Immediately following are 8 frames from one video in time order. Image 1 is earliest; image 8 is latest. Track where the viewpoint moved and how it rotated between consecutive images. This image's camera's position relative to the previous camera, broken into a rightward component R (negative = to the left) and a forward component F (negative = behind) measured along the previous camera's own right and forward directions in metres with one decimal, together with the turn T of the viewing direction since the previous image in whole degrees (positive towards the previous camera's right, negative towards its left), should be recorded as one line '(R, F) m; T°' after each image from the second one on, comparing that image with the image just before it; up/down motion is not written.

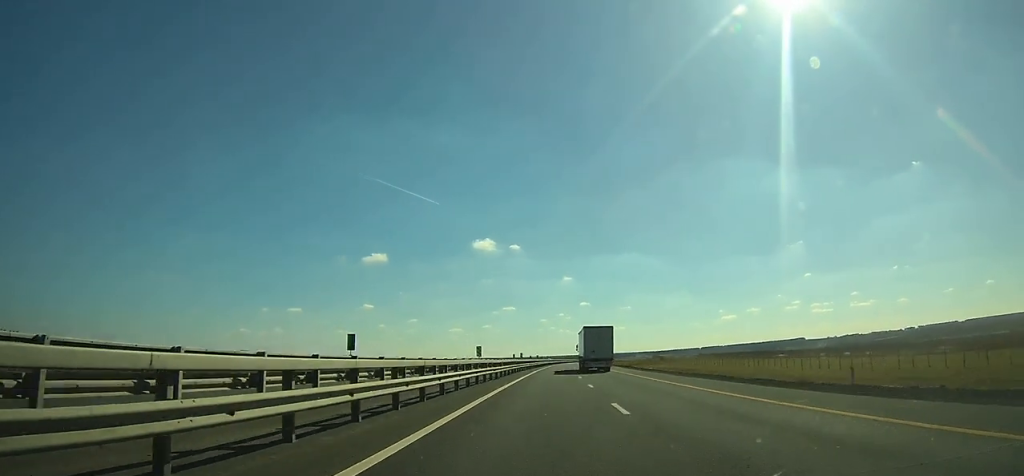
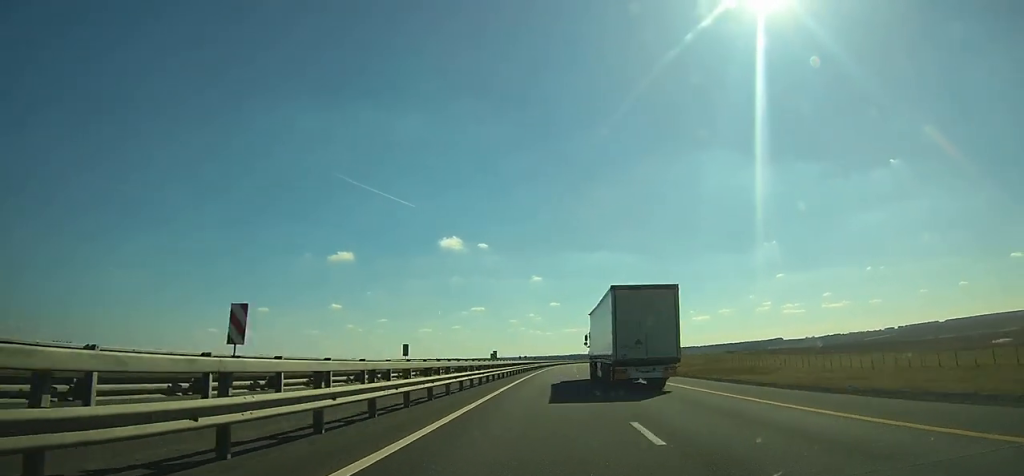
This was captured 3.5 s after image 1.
(+2.5, +115.2) m; +3°
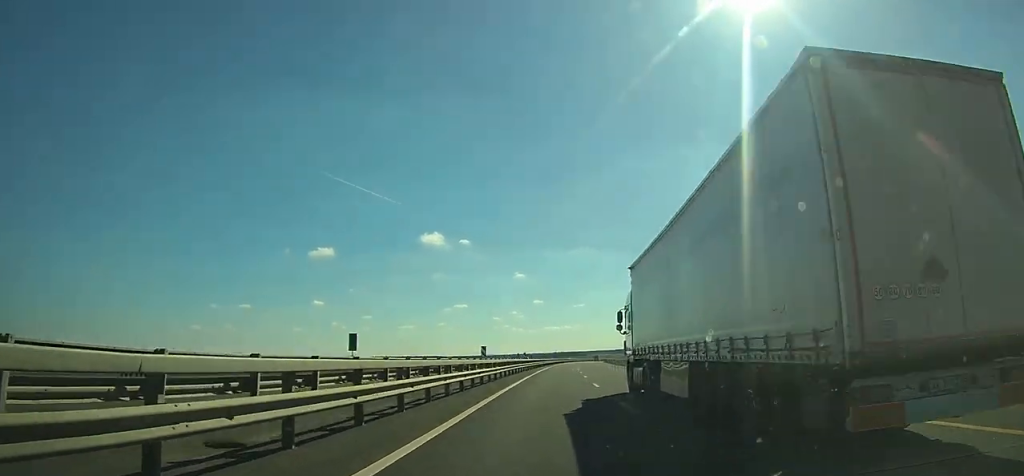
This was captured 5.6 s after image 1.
(+1.0, +68.8) m; +2°
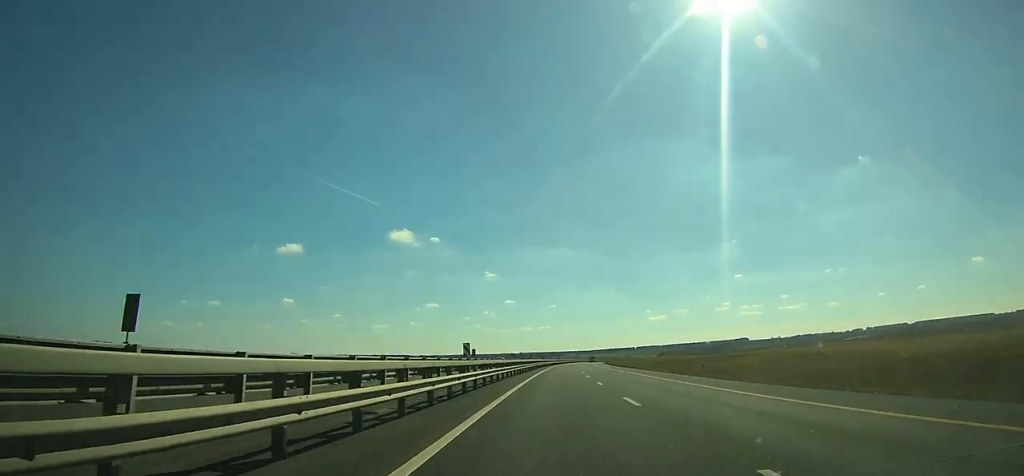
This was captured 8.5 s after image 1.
(+2.1, +93.2) m; +3°
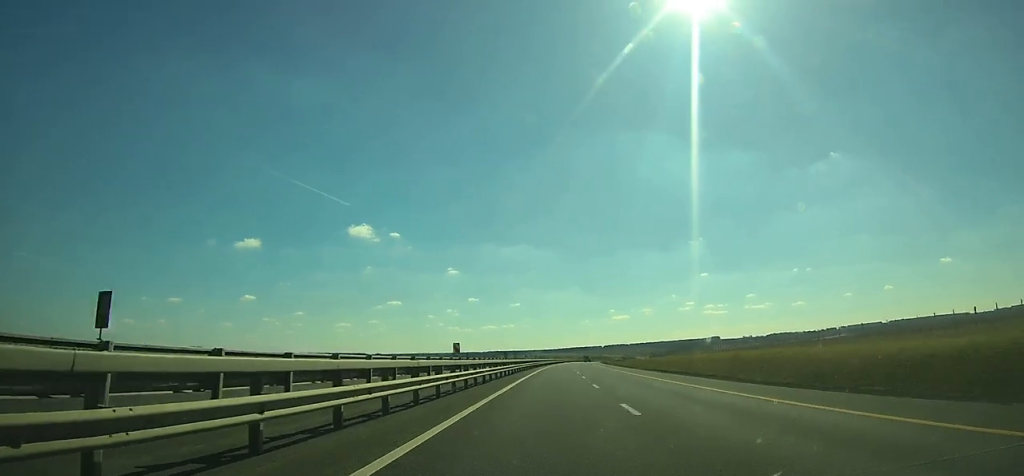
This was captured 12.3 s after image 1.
(+3.8, +119.8) m; +3°
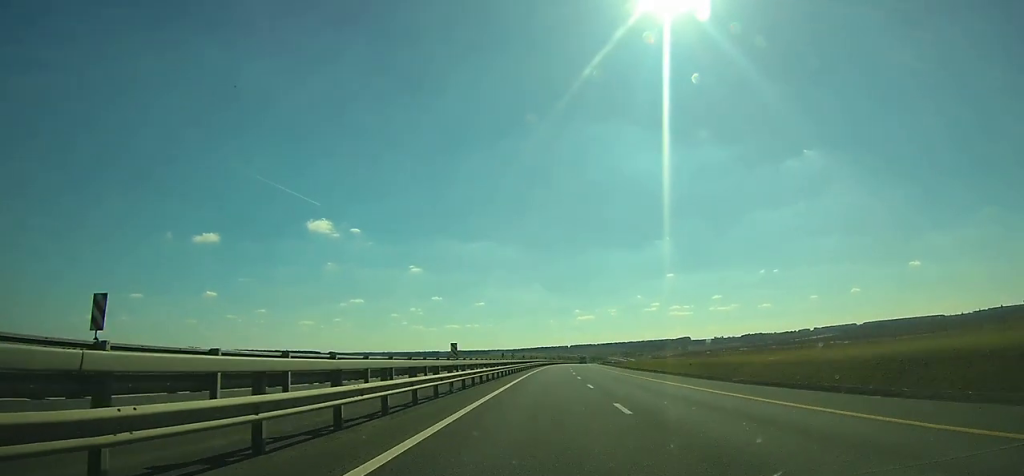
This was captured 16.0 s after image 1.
(+2.9, +119.8) m; +3°
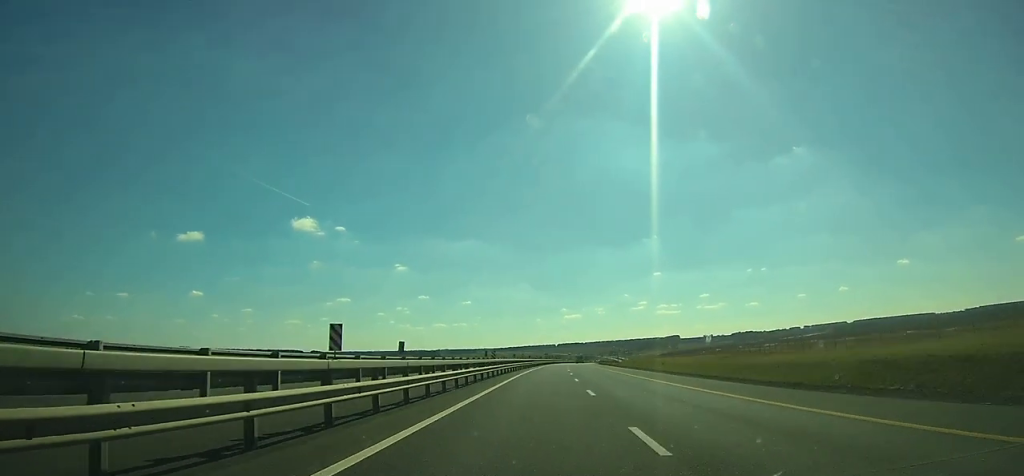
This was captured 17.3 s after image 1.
(+0.2, +42.9) m; +1°
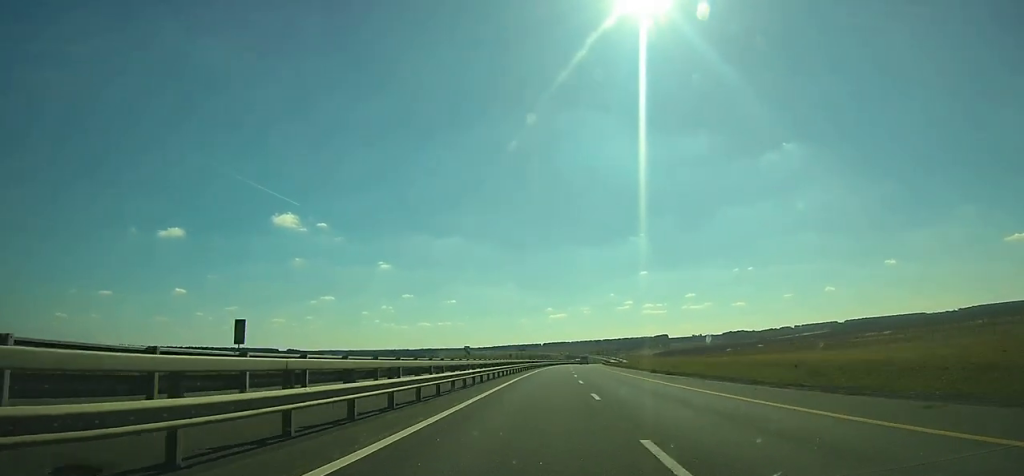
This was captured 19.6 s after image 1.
(+1.1, +75.3) m; +2°
